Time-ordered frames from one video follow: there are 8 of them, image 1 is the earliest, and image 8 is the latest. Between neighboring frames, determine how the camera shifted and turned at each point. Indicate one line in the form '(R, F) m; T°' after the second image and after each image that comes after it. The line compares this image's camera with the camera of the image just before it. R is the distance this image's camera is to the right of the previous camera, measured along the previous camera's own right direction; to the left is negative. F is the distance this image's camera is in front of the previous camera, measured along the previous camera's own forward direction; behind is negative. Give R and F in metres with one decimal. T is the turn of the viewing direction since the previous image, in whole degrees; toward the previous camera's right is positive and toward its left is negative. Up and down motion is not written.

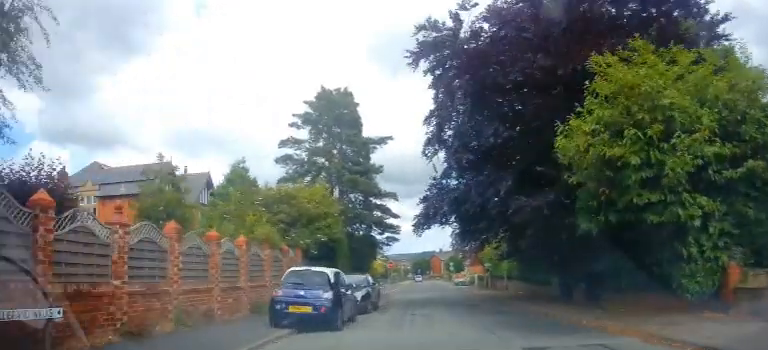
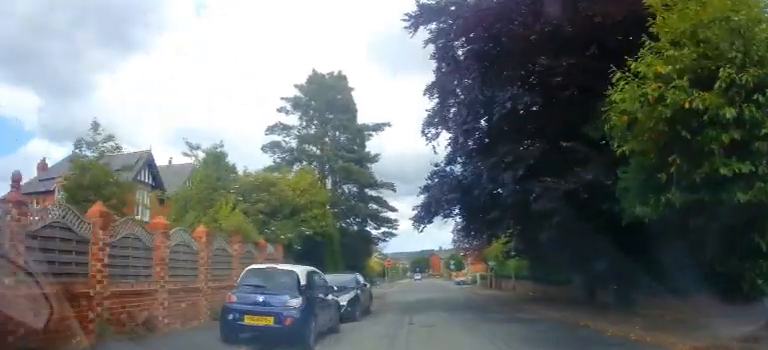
(-0.2, +2.9) m; -7°
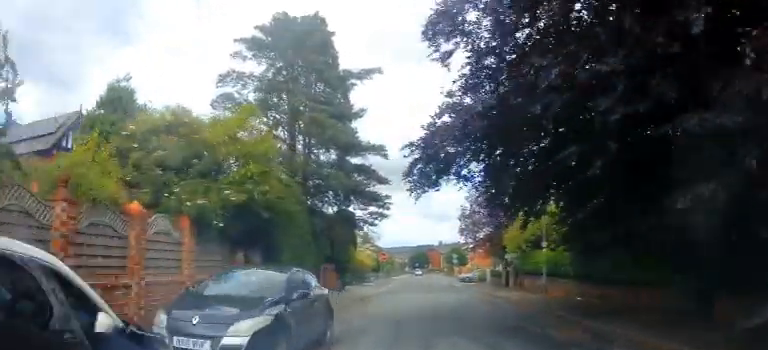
(-0.4, +7.7) m; -4°
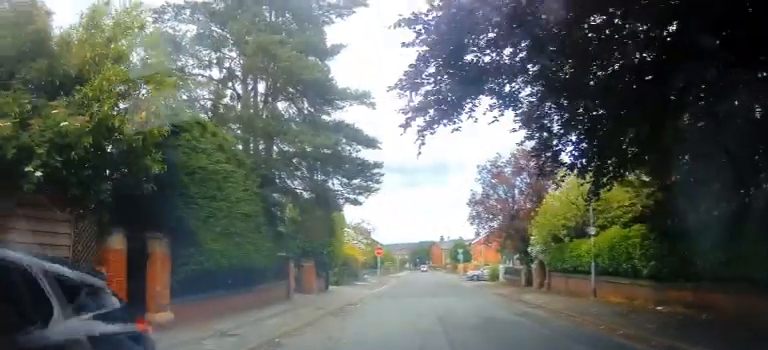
(-0.1, +6.2) m; -3°
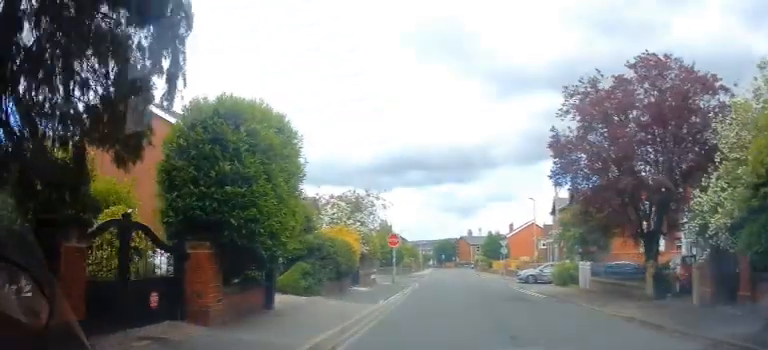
(-0.2, +13.8) m; +1°
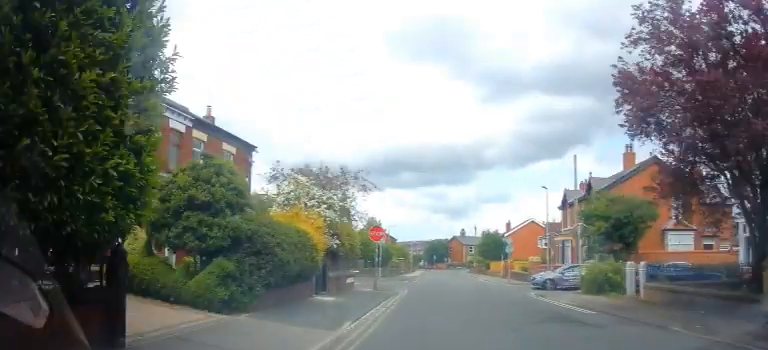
(+0.1, +6.6) m; 0°
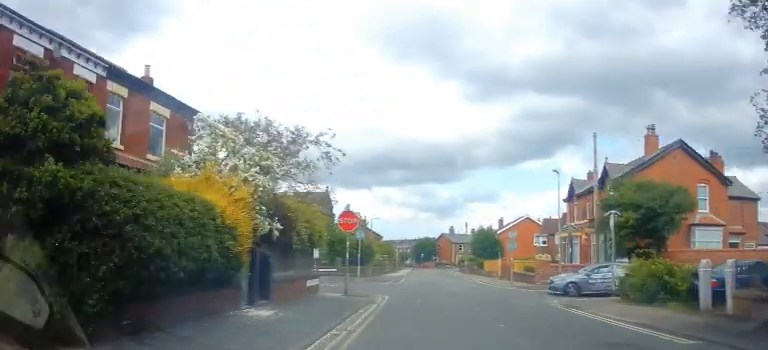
(-0.1, +5.9) m; +1°
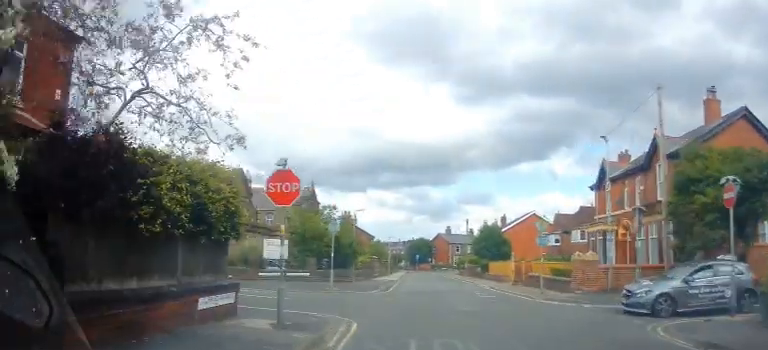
(+0.5, +8.2) m; +3°
